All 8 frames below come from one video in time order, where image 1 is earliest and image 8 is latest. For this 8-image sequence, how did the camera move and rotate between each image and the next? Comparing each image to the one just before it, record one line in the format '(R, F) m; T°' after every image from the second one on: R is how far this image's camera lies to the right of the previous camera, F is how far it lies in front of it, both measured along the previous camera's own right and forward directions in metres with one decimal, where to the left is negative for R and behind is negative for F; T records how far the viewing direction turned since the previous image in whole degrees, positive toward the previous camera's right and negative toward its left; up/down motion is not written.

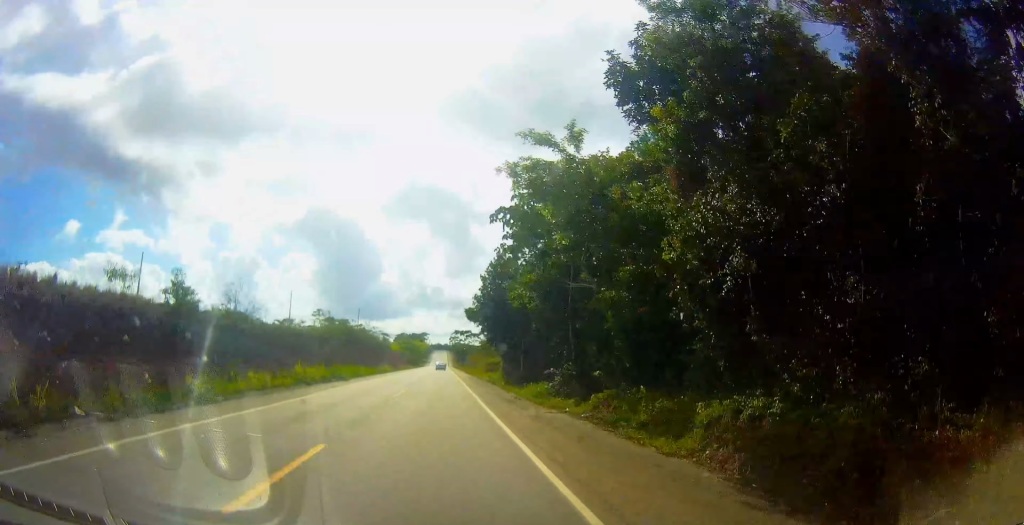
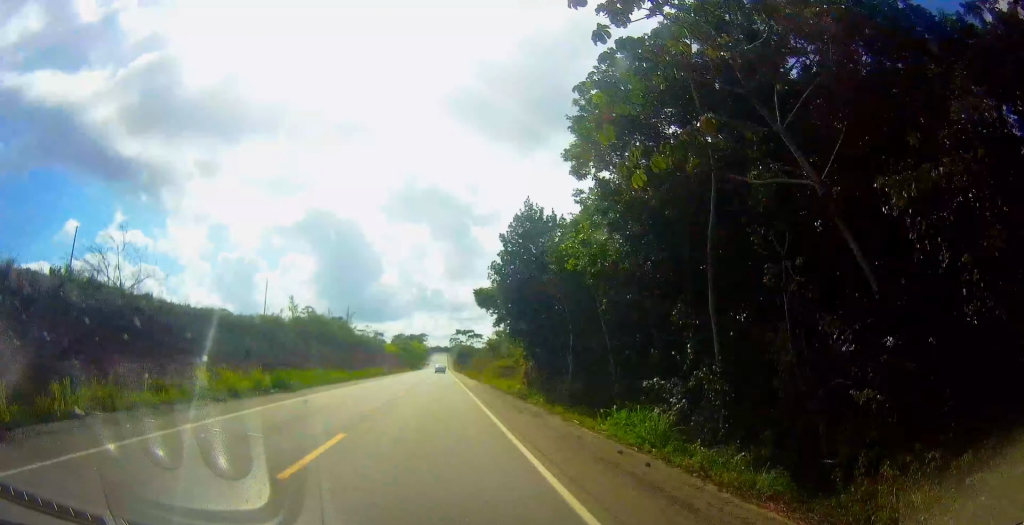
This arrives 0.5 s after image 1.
(0.0, +15.2) m; 0°
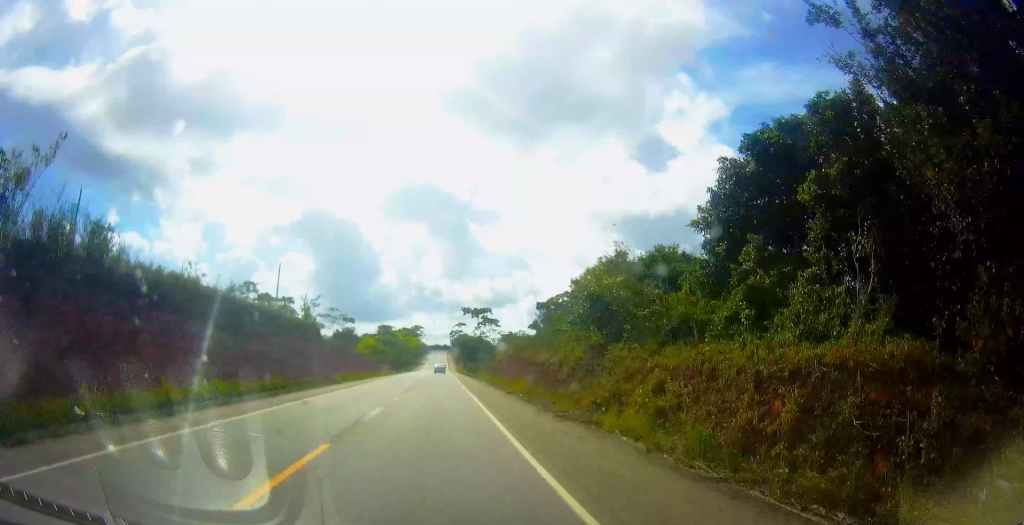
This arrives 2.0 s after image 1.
(-0.6, +52.2) m; -1°
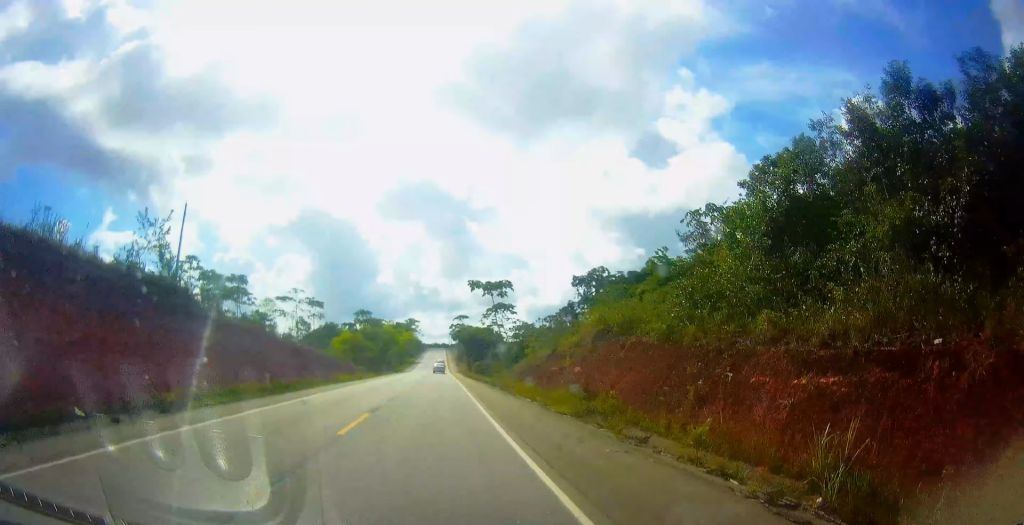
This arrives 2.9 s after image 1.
(0.0, +28.6) m; +1°
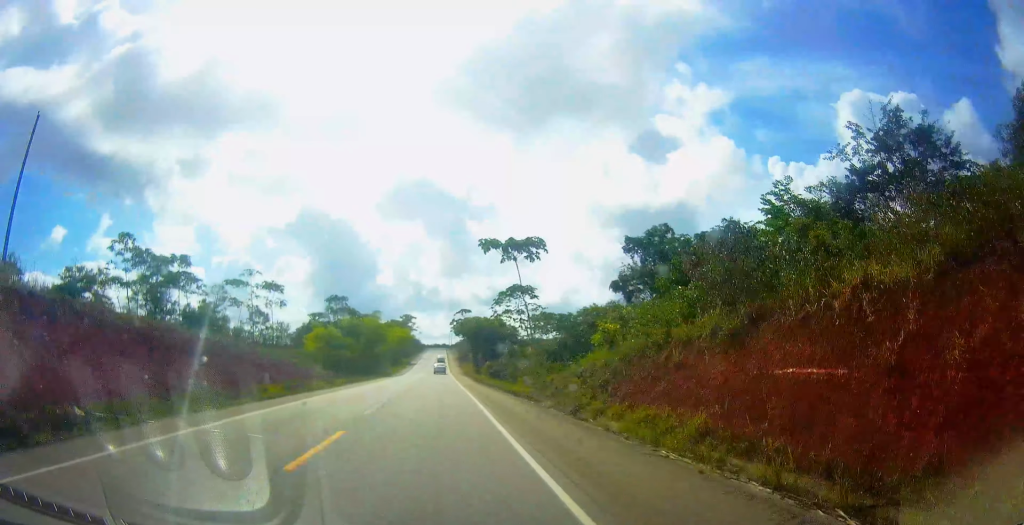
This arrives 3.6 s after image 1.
(+0.3, +21.6) m; +1°
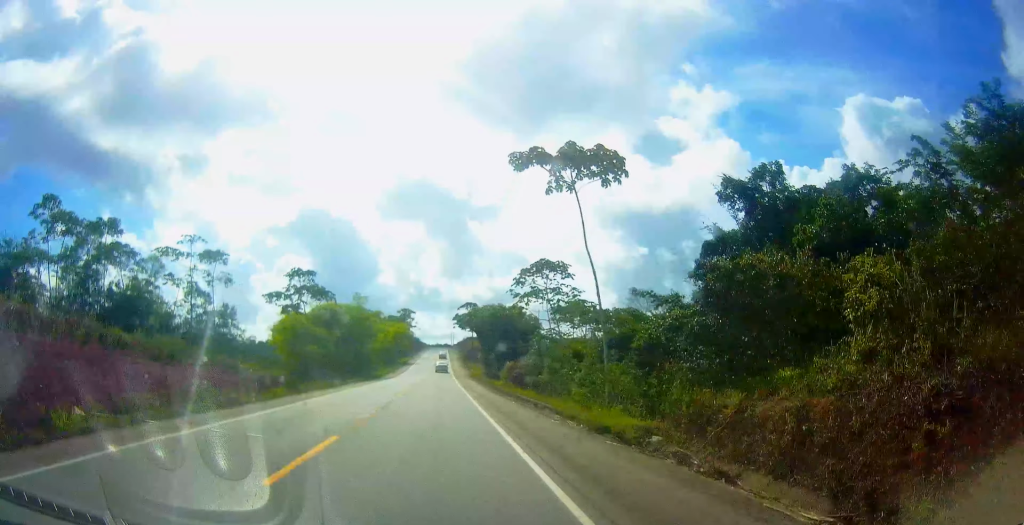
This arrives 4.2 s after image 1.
(+0.1, +18.4) m; 0°
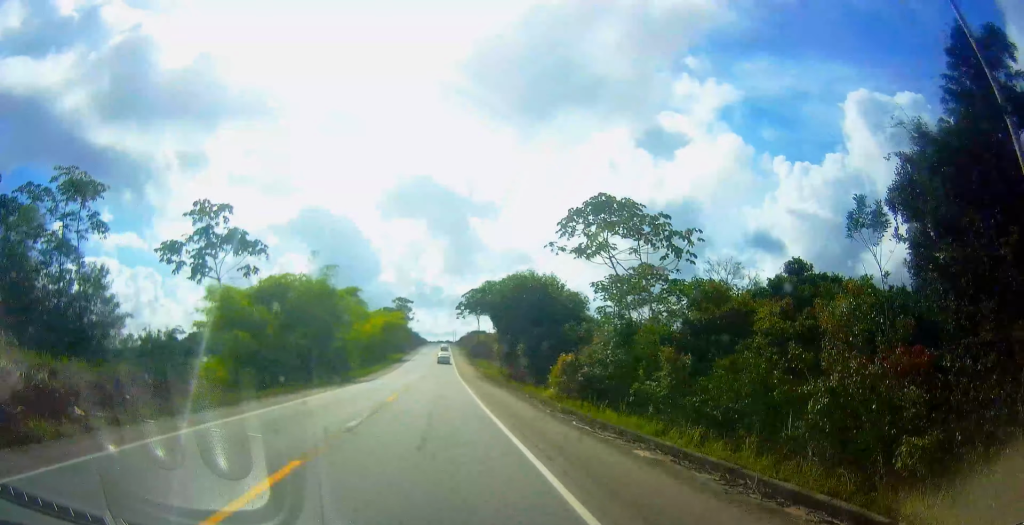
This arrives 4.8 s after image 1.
(-0.1, +20.8) m; 0°
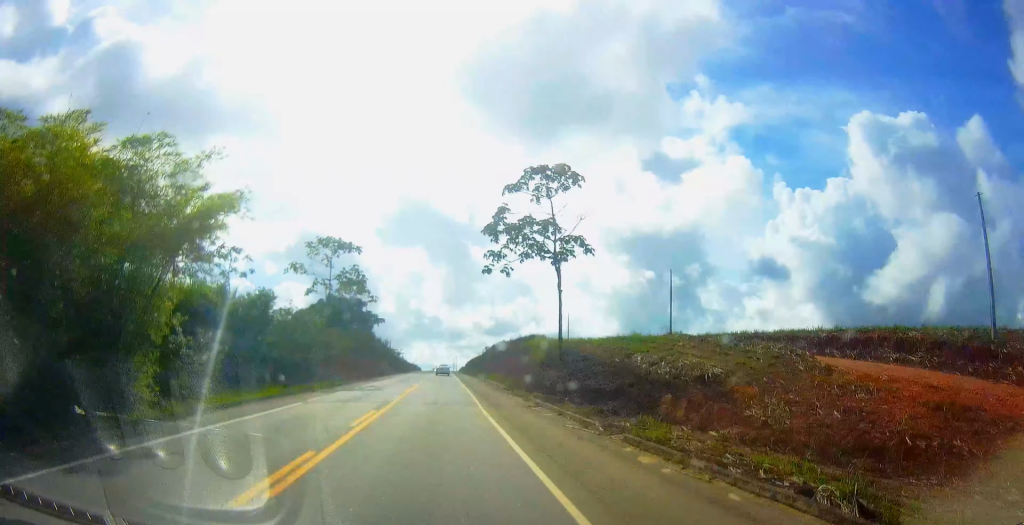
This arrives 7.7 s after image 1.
(-0.7, +85.4) m; 0°
